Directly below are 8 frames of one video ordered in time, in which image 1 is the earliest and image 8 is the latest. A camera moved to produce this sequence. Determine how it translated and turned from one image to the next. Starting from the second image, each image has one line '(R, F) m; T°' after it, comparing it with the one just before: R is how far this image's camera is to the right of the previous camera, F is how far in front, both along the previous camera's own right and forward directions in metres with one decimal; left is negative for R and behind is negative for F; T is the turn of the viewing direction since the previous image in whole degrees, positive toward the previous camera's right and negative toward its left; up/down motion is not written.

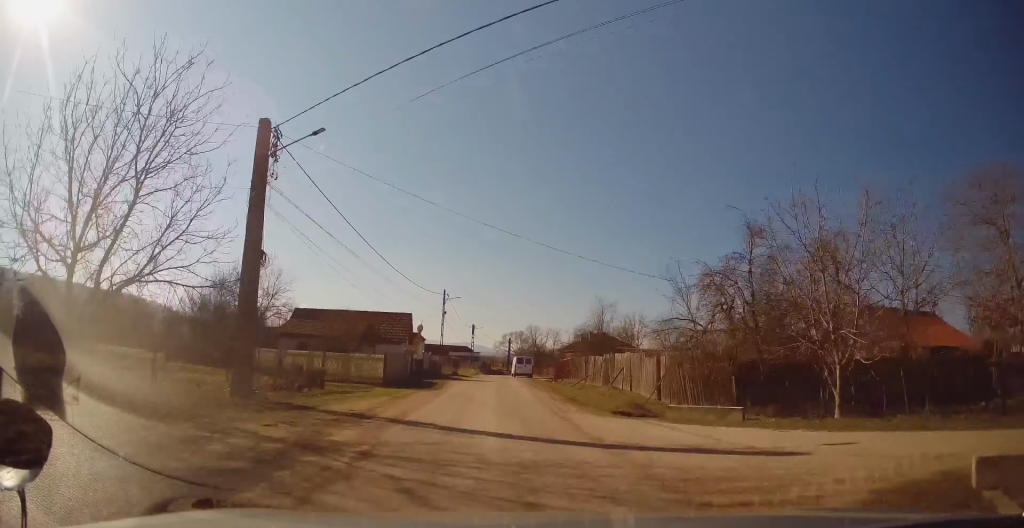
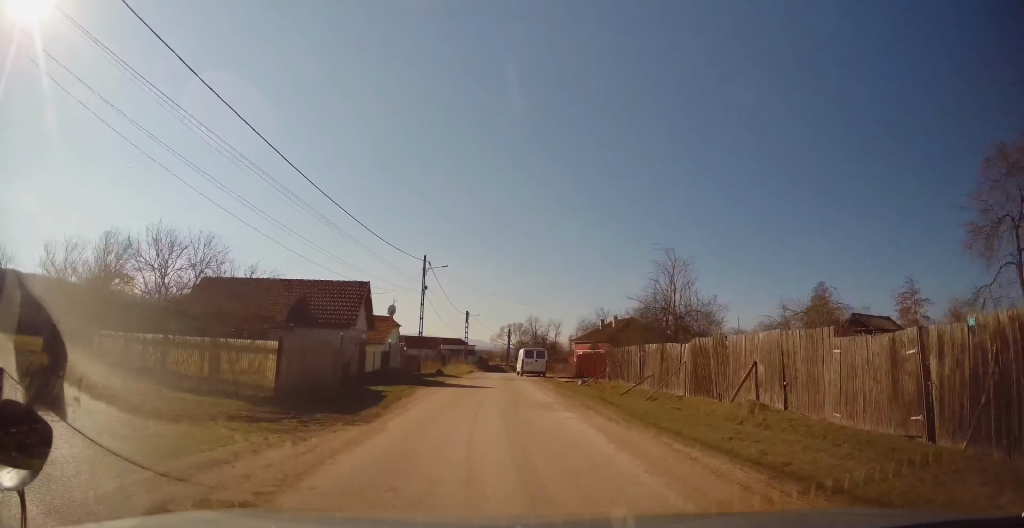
(+0.3, +14.8) m; 0°
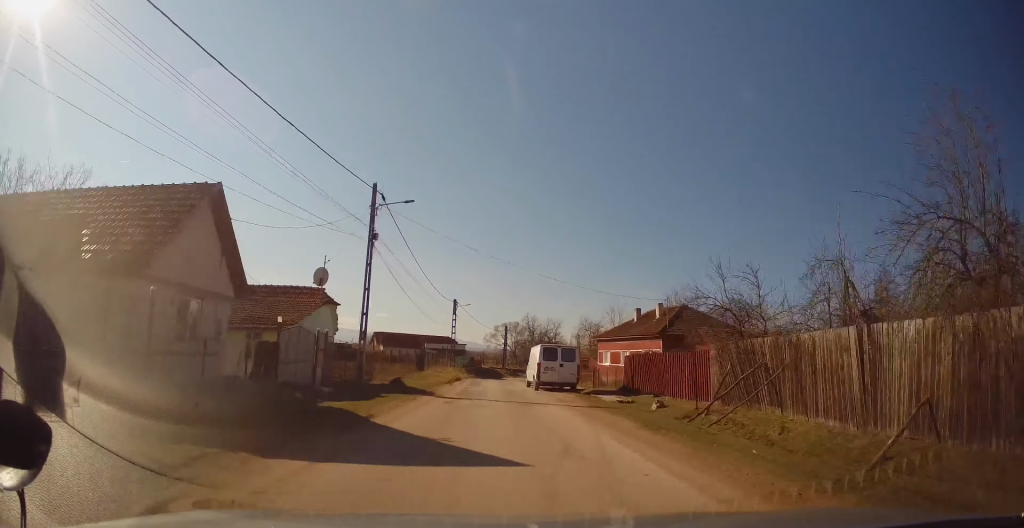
(-0.1, +15.8) m; 0°
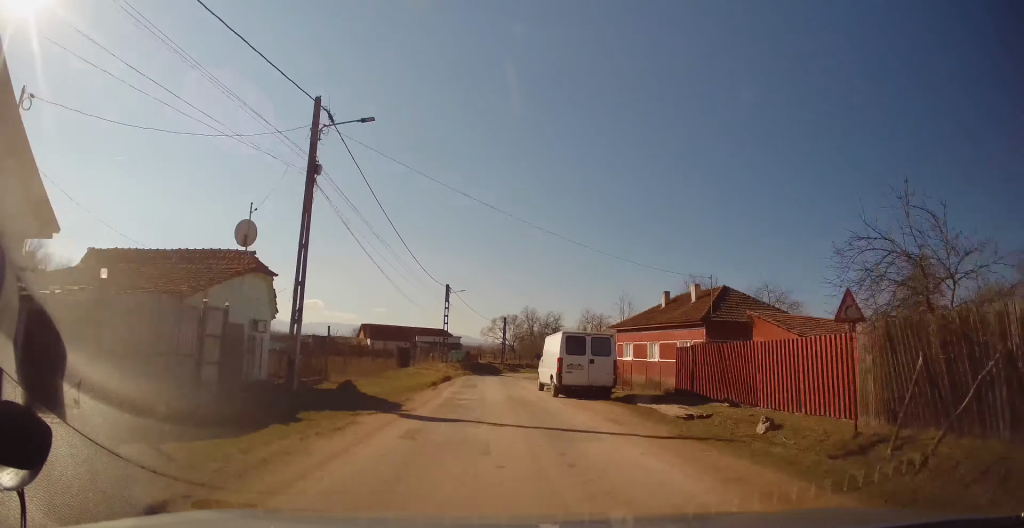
(-0.3, +7.6) m; 0°
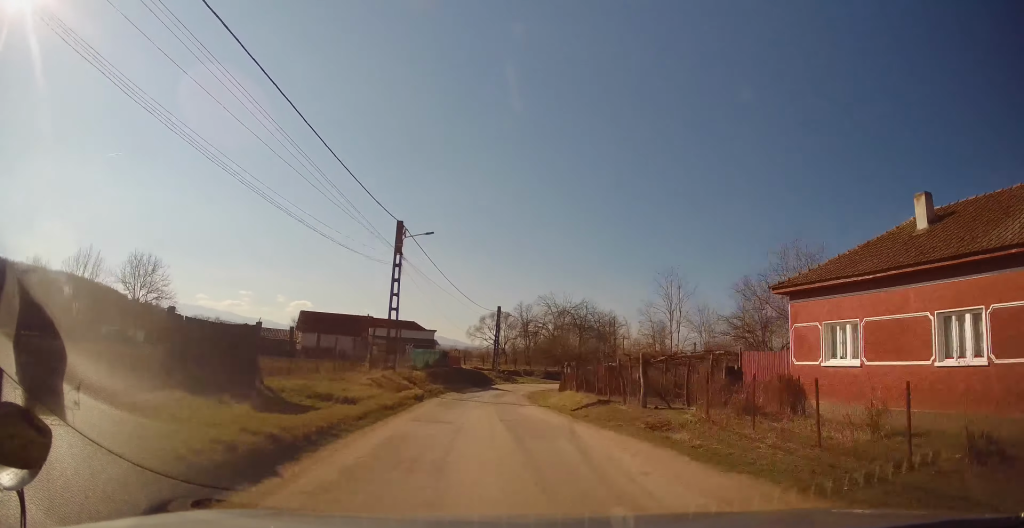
(+1.1, +23.8) m; +3°
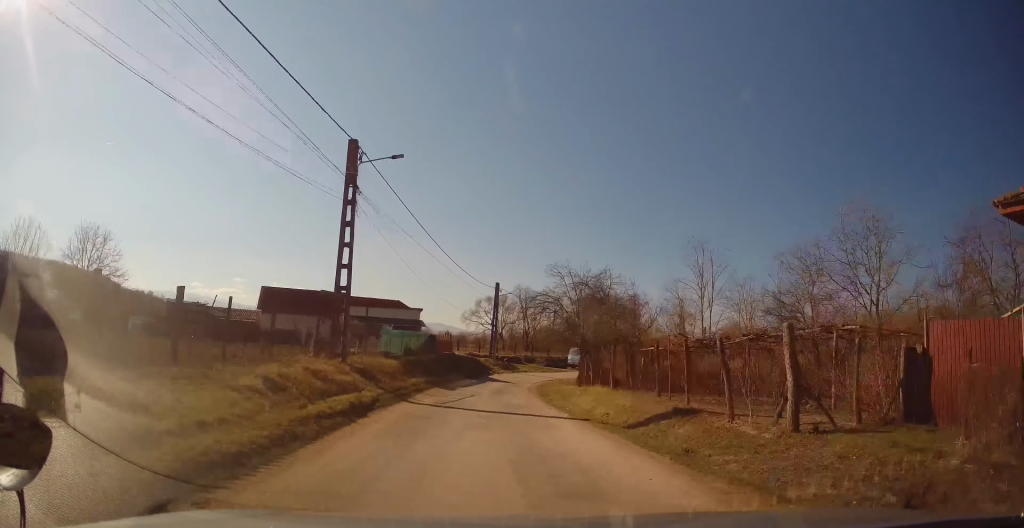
(0.0, +8.6) m; 0°
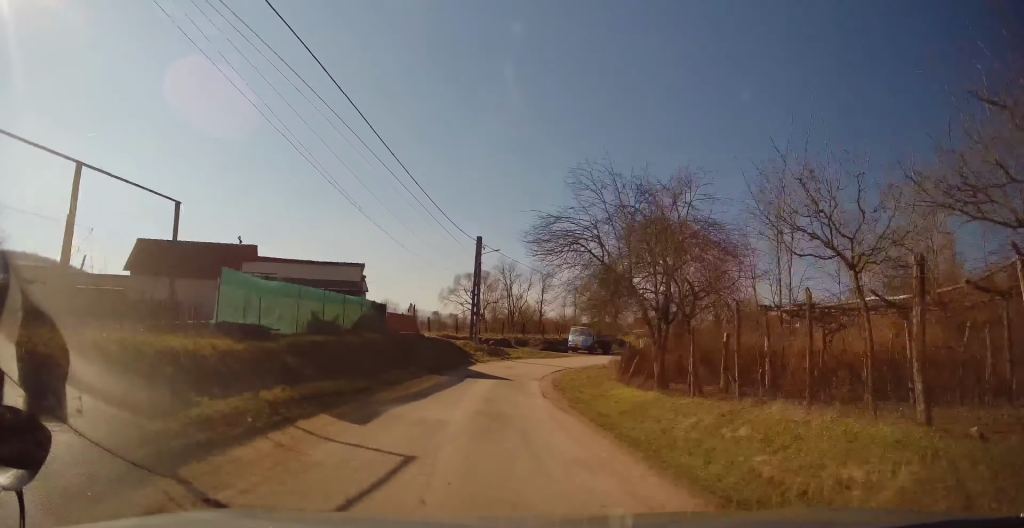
(-0.1, +14.9) m; +1°
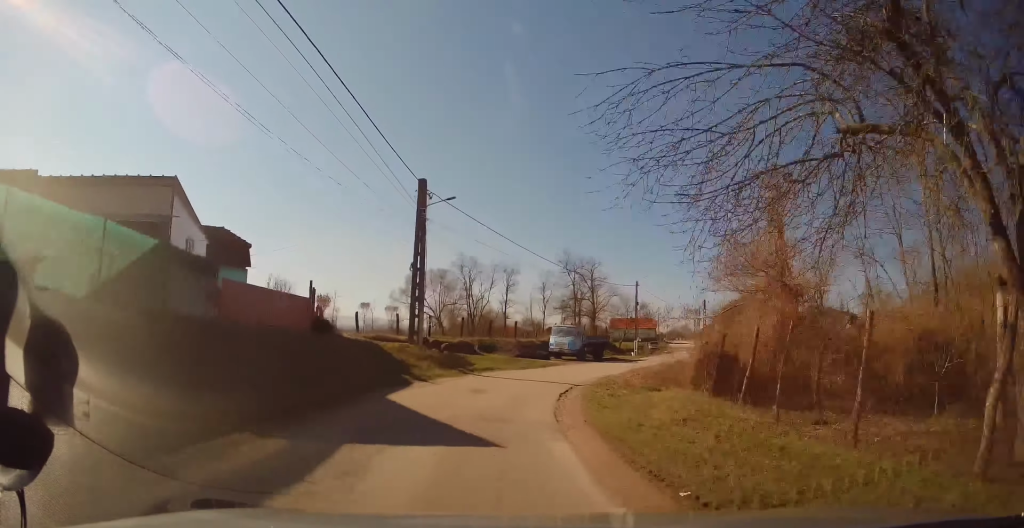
(+0.3, +15.3) m; +6°
